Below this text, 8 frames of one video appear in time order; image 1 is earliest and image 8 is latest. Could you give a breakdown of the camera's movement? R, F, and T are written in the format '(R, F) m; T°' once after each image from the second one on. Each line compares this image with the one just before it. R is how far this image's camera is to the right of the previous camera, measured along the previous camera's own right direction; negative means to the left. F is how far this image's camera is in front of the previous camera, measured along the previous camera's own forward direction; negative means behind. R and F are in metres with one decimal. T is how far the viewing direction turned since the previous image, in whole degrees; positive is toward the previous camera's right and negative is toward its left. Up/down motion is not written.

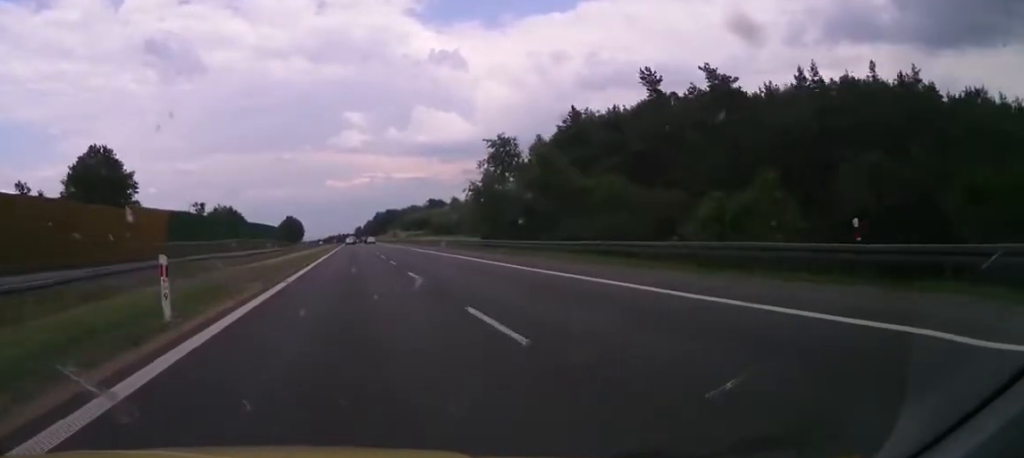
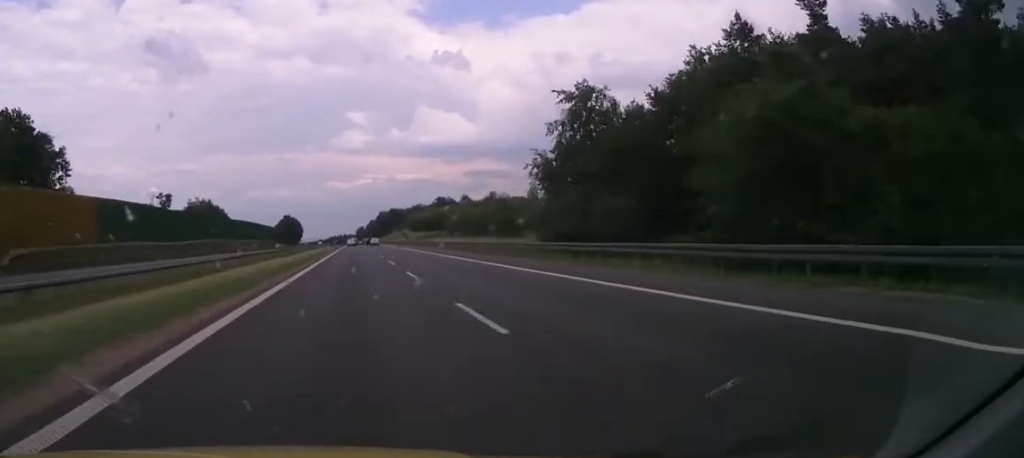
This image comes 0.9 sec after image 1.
(+0.4, +35.3) m; +1°
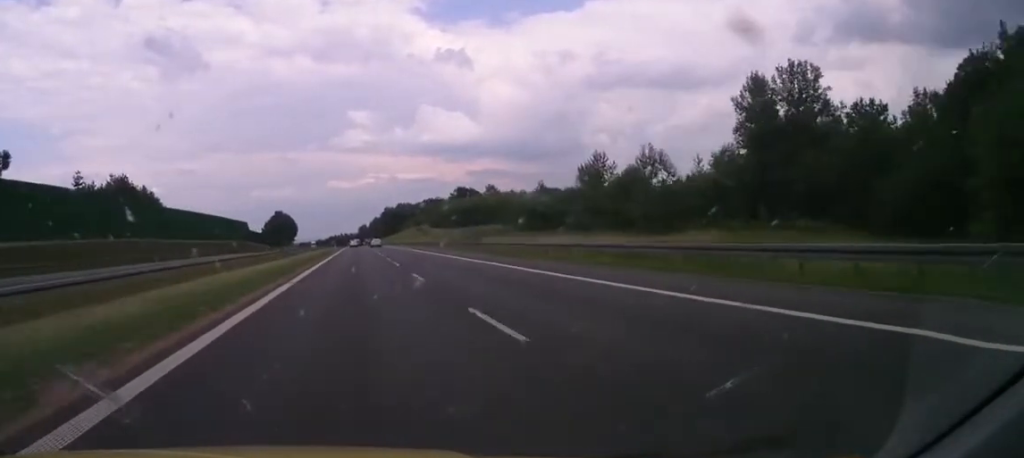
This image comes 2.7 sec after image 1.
(+0.1, +73.4) m; 0°
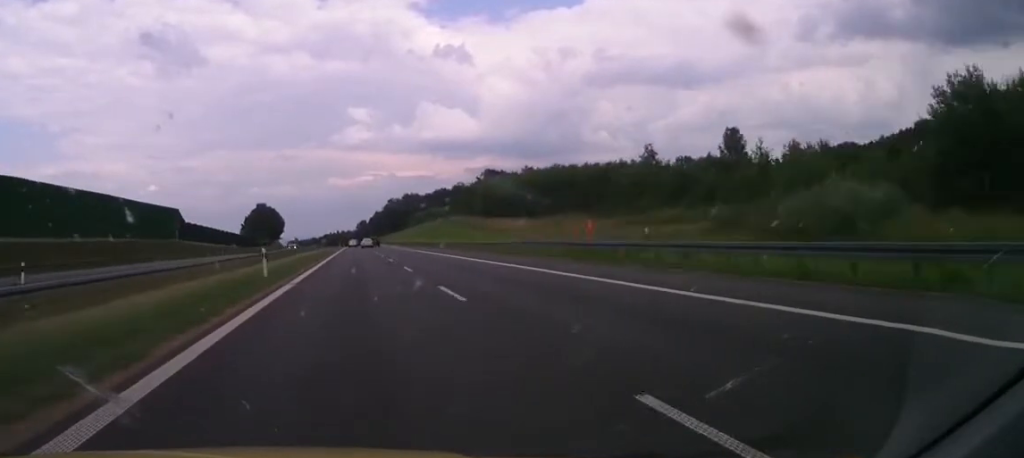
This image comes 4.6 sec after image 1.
(-0.6, +79.9) m; -1°
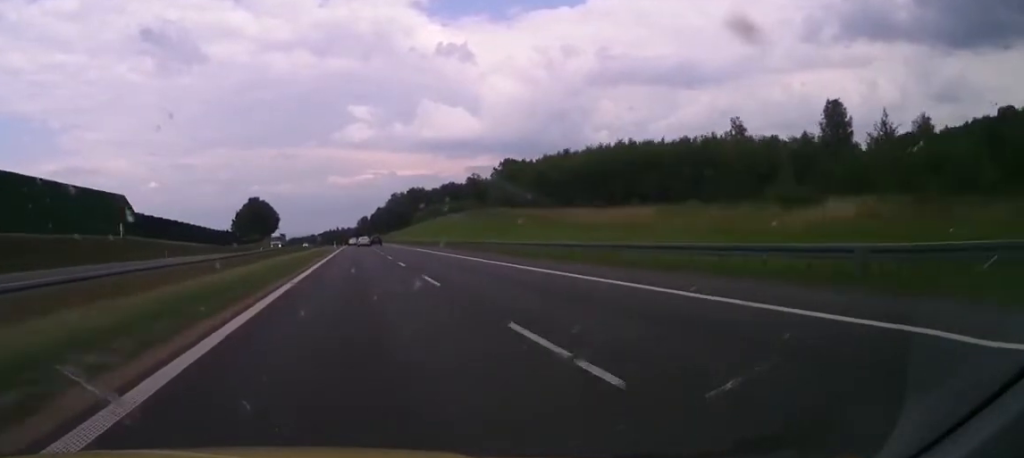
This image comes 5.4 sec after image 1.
(+0.1, +32.3) m; 0°
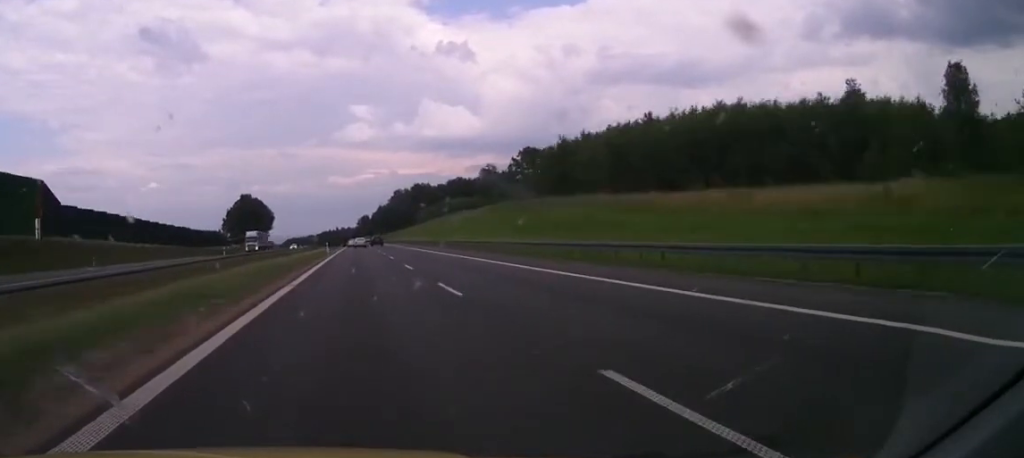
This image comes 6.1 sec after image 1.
(+0.1, +28.3) m; 0°
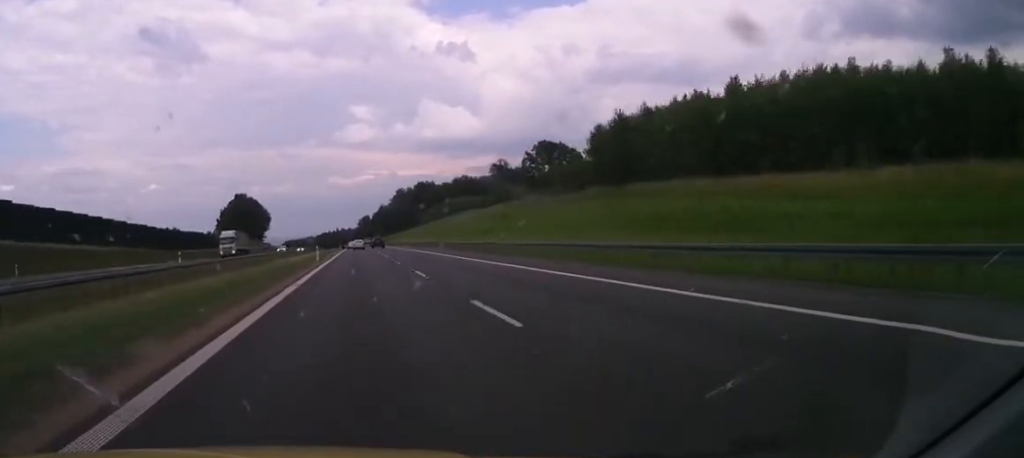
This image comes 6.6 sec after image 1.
(-0.1, +17.5) m; 0°
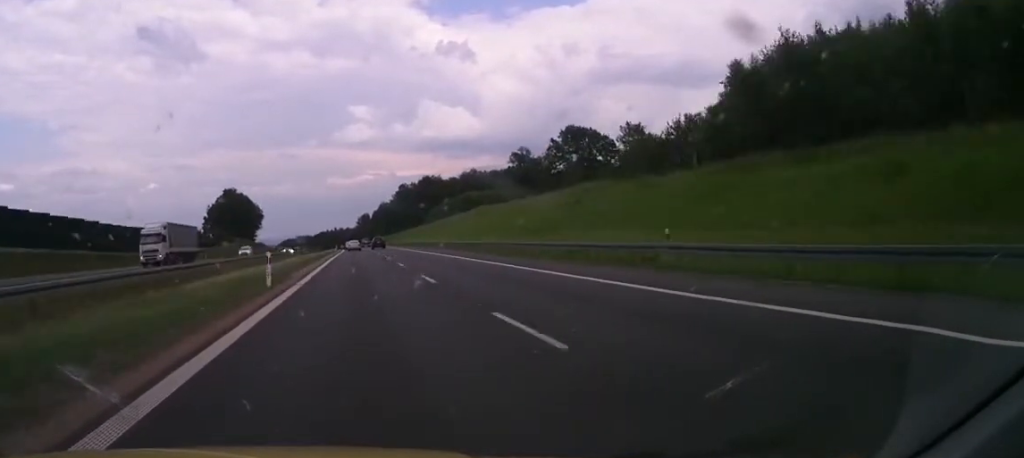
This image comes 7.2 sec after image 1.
(+0.1, +26.8) m; 0°
